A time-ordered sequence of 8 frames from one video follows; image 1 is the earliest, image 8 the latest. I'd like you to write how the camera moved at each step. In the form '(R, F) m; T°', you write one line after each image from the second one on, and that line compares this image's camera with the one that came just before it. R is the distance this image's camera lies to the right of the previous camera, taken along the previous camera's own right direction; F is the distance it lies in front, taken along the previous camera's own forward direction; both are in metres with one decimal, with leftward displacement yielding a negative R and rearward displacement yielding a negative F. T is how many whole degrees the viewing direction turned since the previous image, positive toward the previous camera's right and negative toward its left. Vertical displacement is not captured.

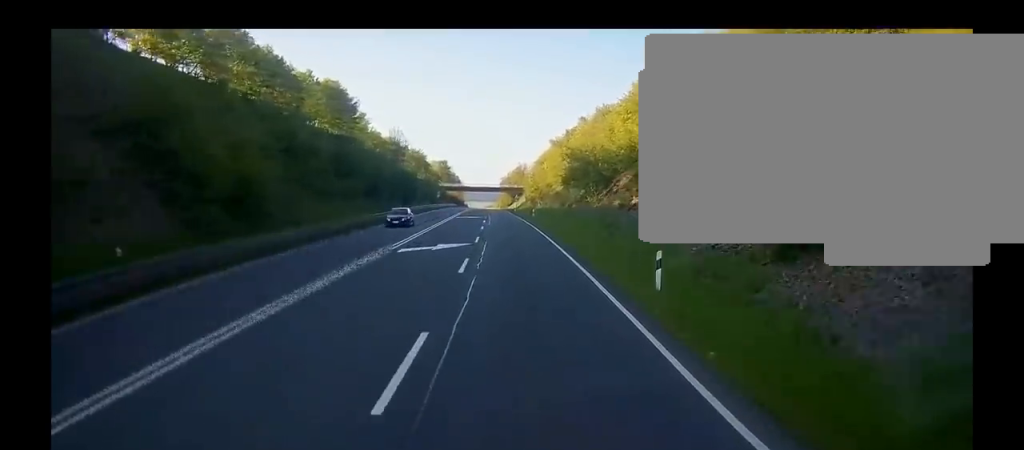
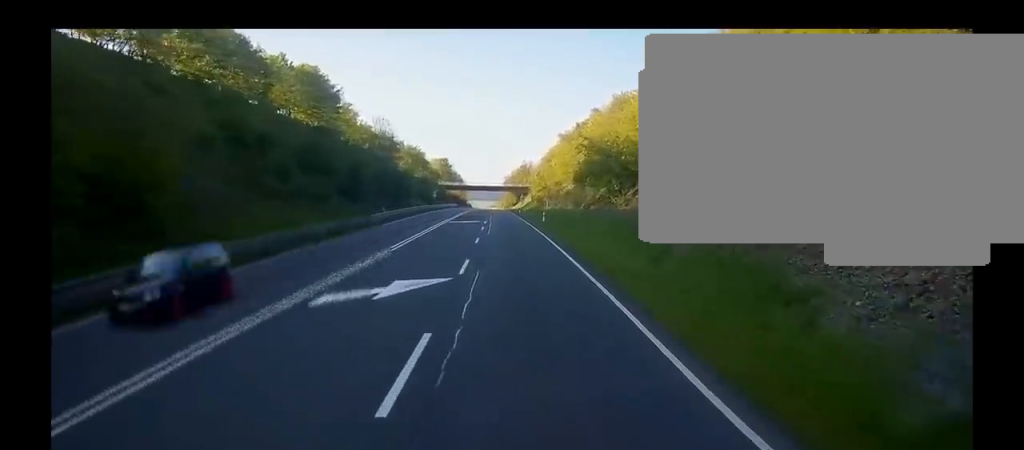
(0.0, +12.9) m; 0°
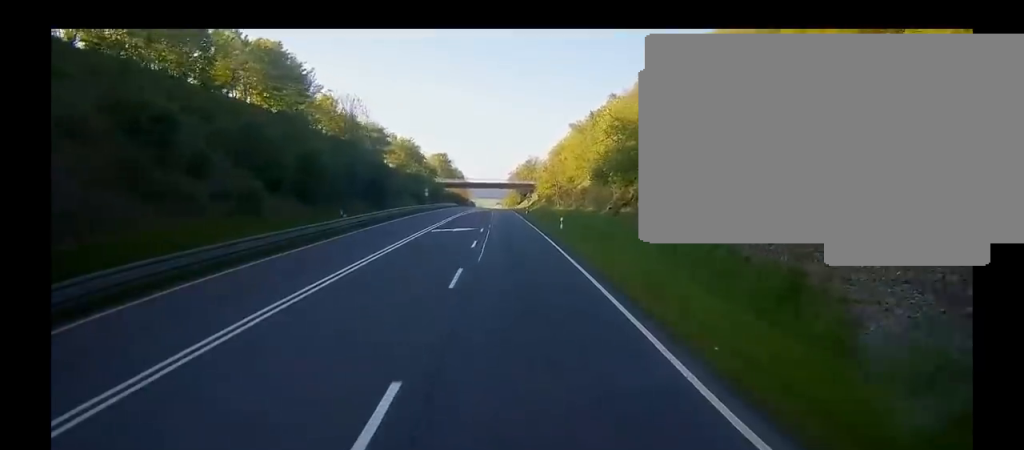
(0.0, +14.6) m; 0°
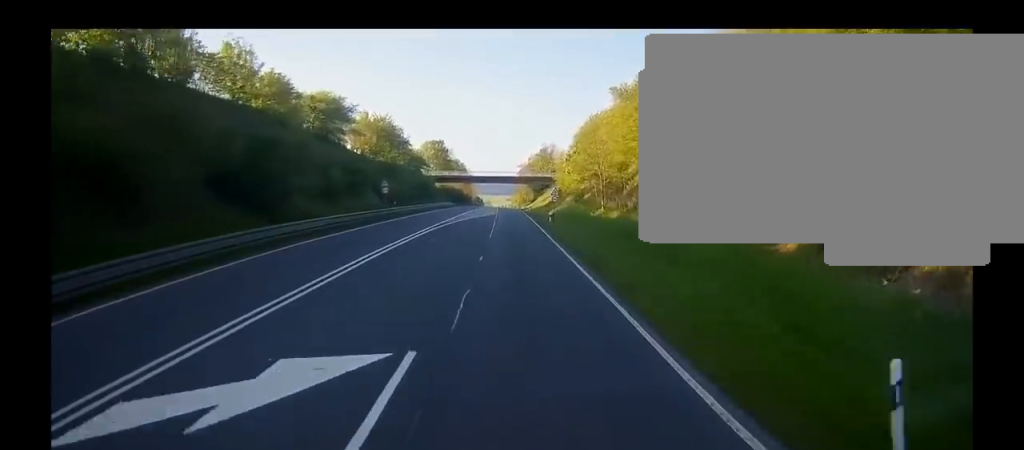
(-0.2, +36.1) m; 0°
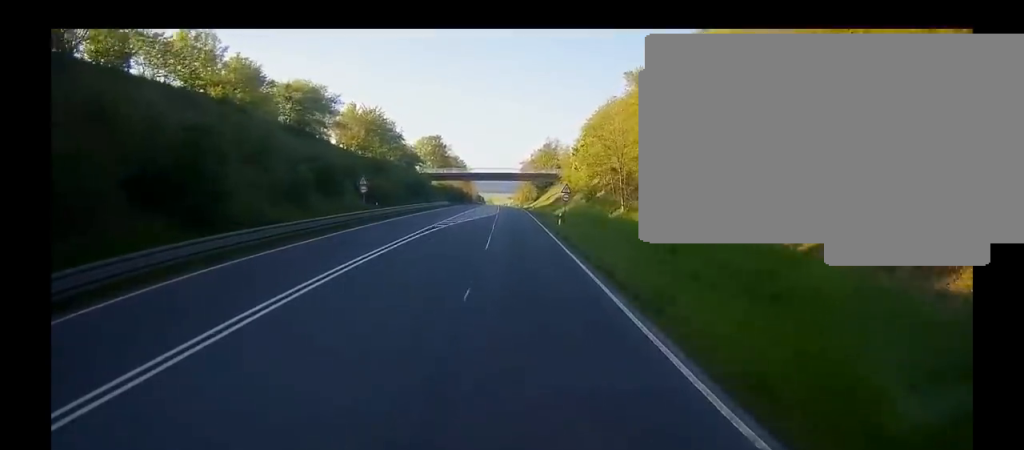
(0.0, +8.3) m; 0°
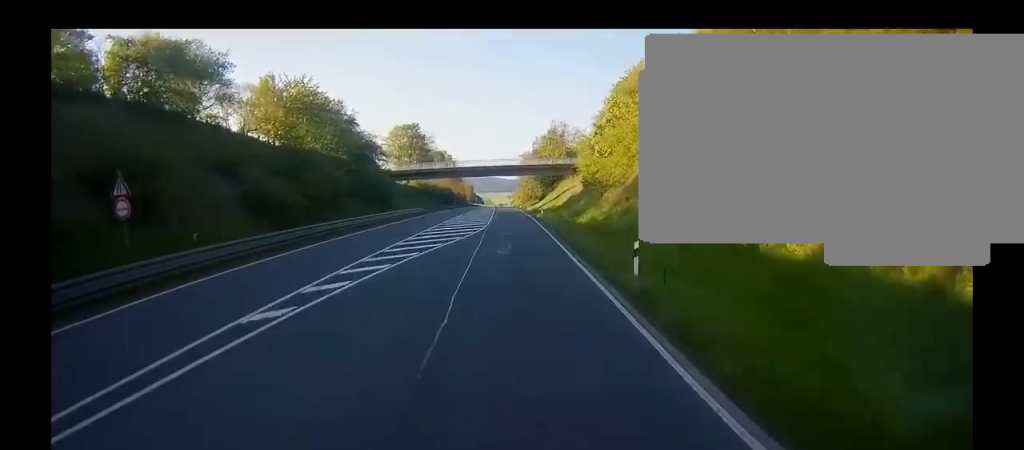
(0.0, +30.8) m; 0°
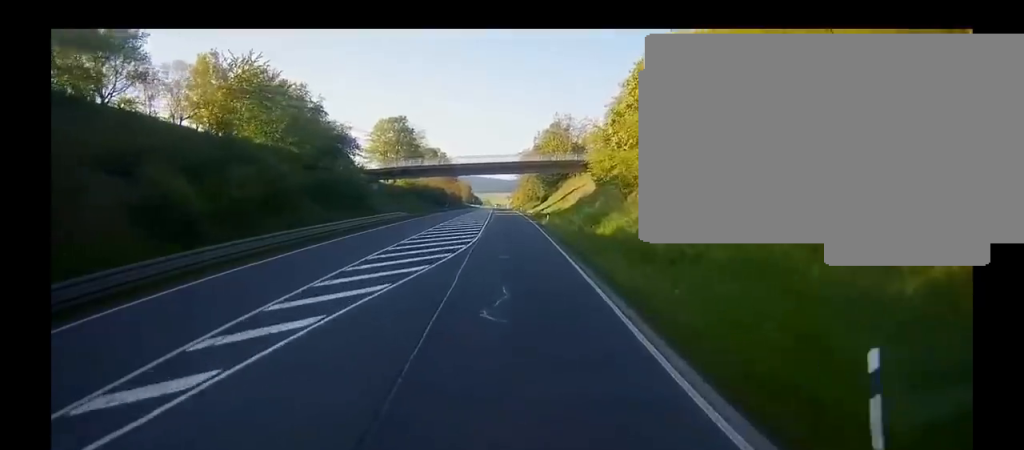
(0.0, +12.8) m; 0°
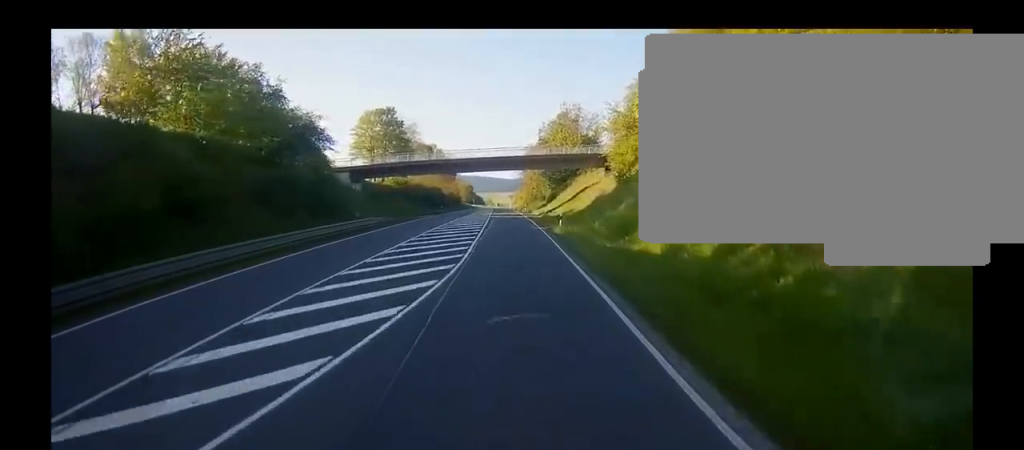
(0.0, +11.8) m; 0°
